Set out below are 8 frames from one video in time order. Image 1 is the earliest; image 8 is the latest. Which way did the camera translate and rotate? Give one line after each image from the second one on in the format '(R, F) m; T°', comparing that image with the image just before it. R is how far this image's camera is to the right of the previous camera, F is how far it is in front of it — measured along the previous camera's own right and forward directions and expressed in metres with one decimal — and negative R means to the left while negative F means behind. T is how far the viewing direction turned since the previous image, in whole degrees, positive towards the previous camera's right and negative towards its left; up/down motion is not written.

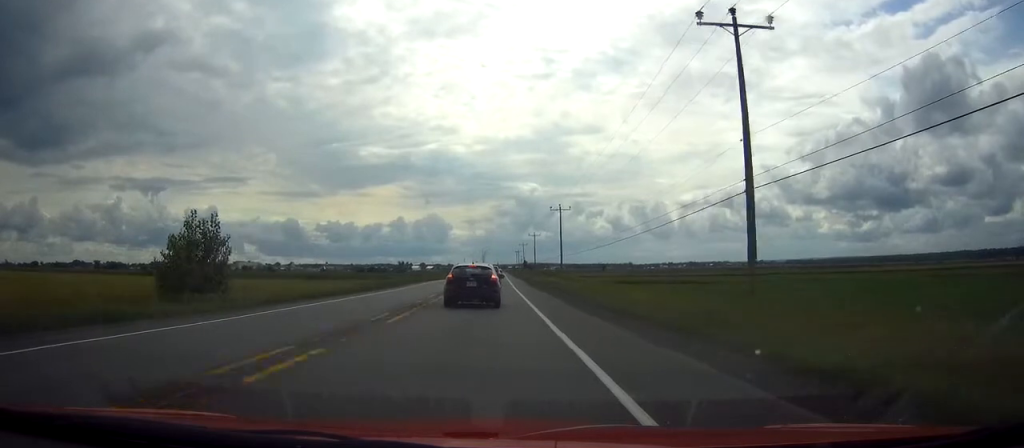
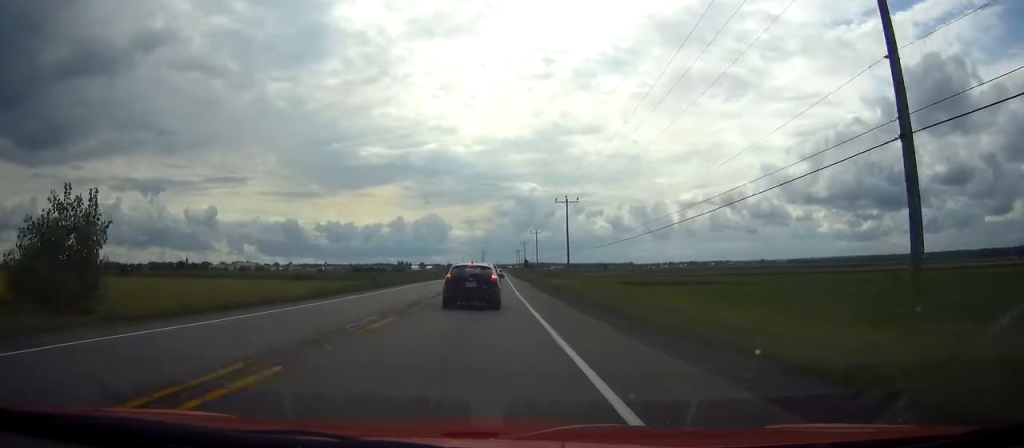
(0.0, +10.4) m; 0°
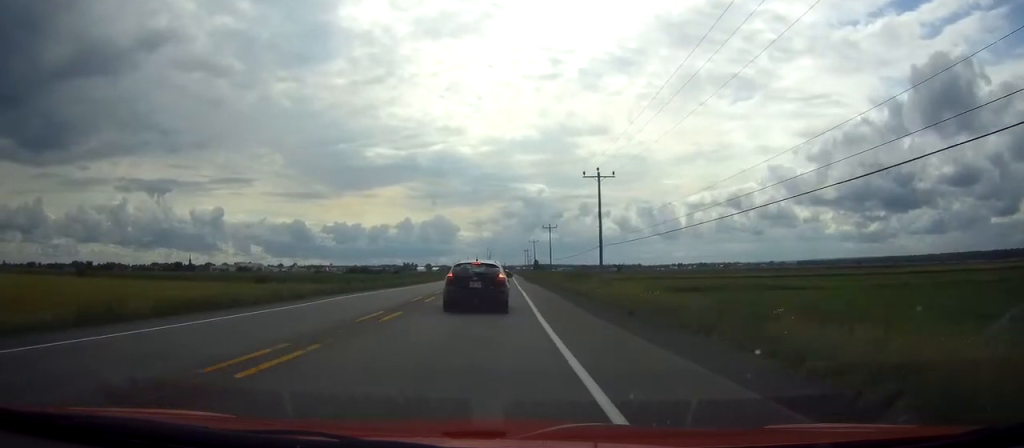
(0.0, +24.4) m; 0°
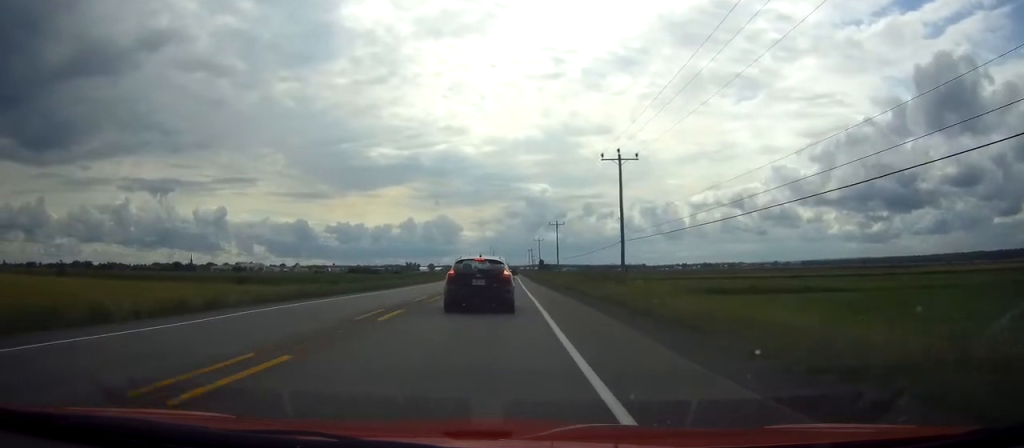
(0.0, +10.0) m; 0°
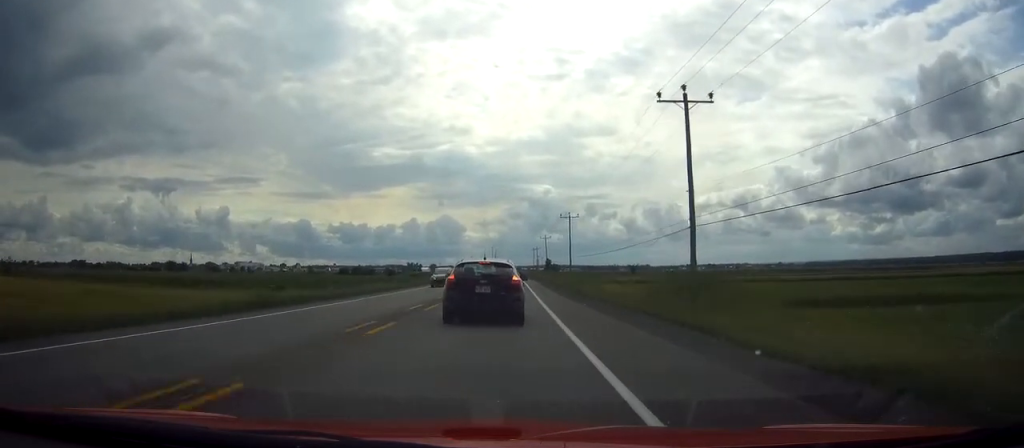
(-0.1, +19.2) m; 0°
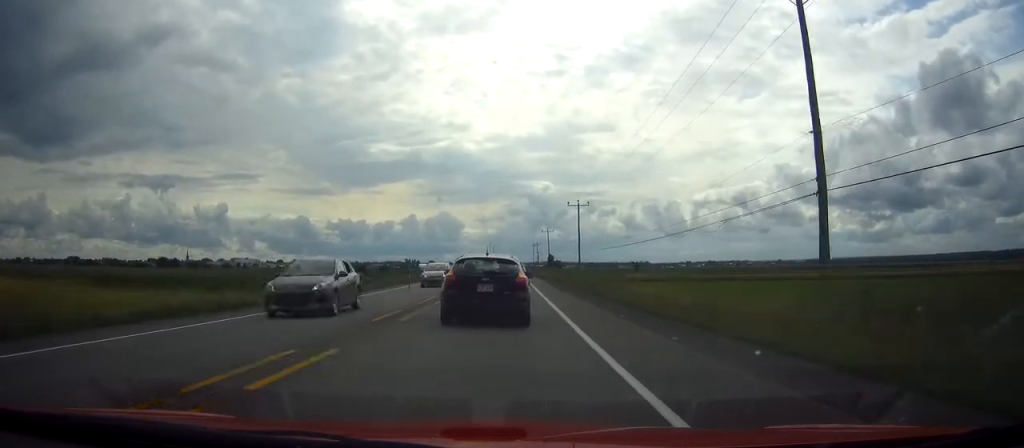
(0.0, +14.8) m; 0°
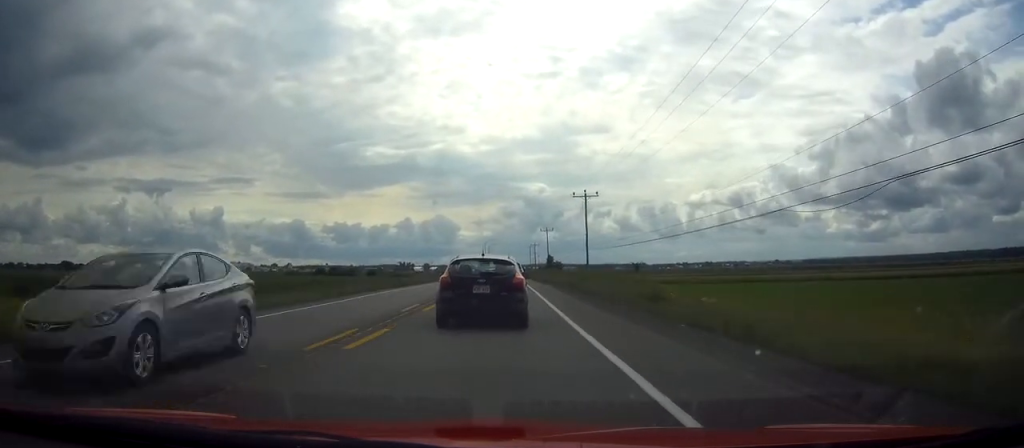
(0.0, +14.3) m; 0°
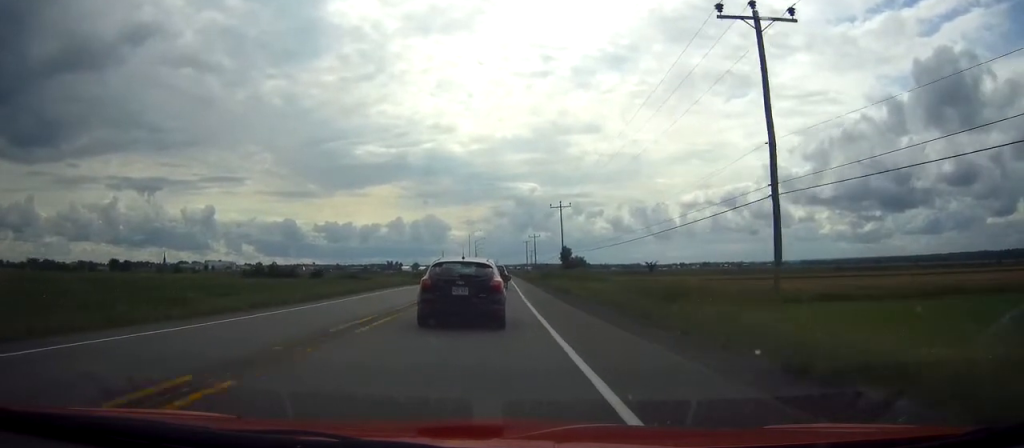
(+0.7, +59.4) m; +1°
